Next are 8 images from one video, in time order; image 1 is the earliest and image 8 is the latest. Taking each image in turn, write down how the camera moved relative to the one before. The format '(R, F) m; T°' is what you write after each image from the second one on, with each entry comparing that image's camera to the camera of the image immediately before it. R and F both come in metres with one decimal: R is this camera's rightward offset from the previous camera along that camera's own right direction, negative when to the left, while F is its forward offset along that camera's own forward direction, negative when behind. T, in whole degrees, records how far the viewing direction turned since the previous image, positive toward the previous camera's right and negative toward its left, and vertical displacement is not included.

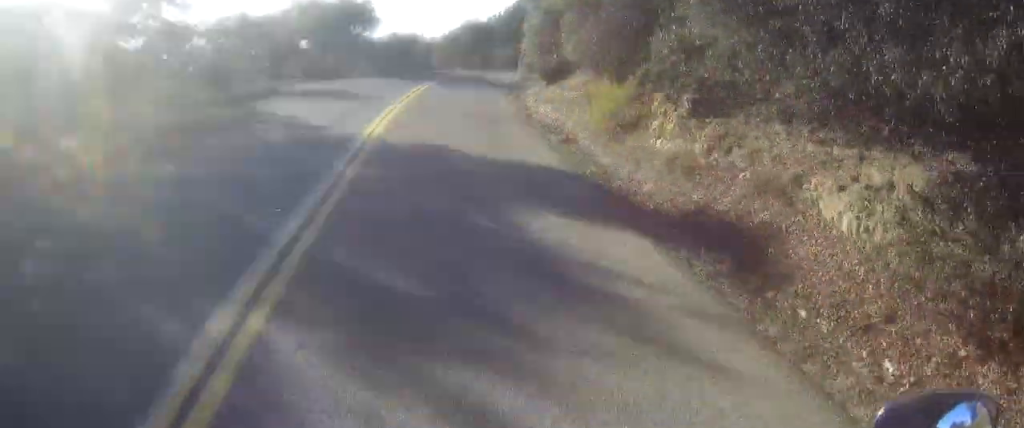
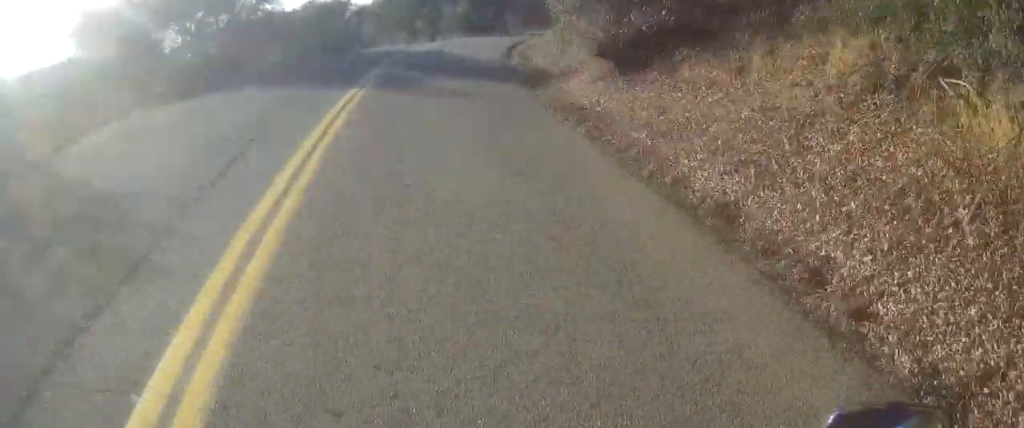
(0.0, +15.1) m; 0°
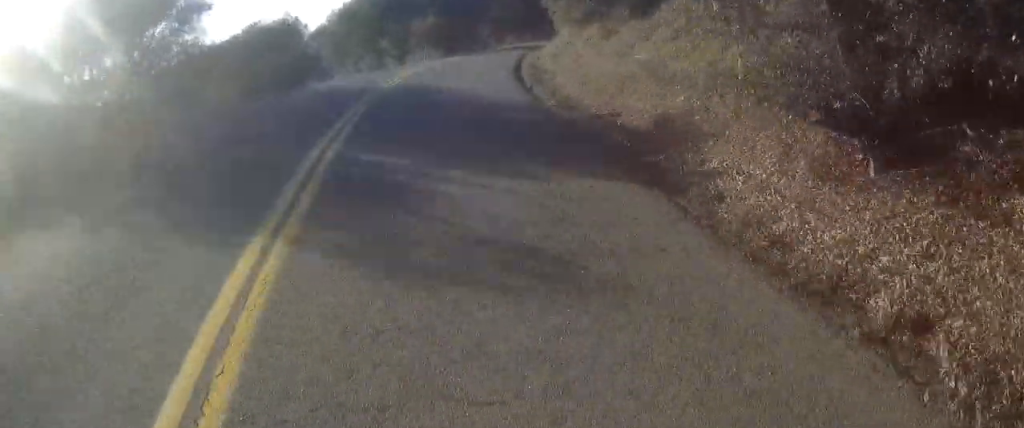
(-0.2, +7.7) m; +1°
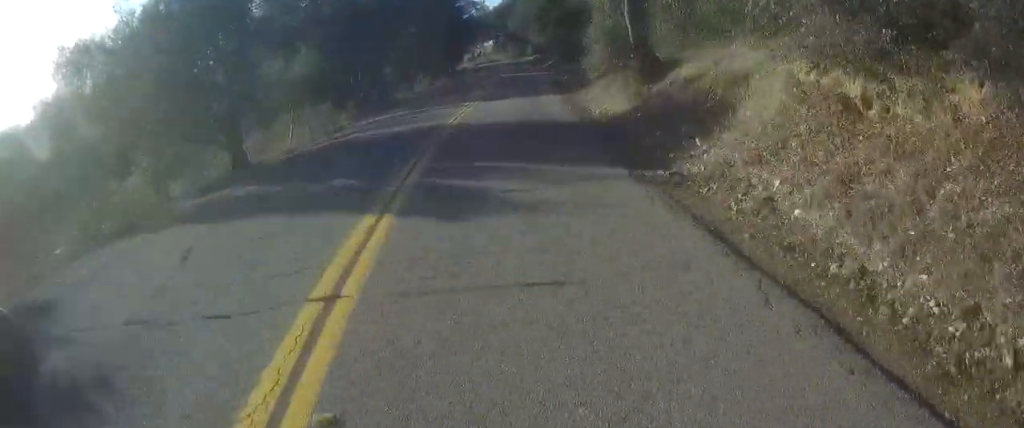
(+0.9, +24.4) m; +8°
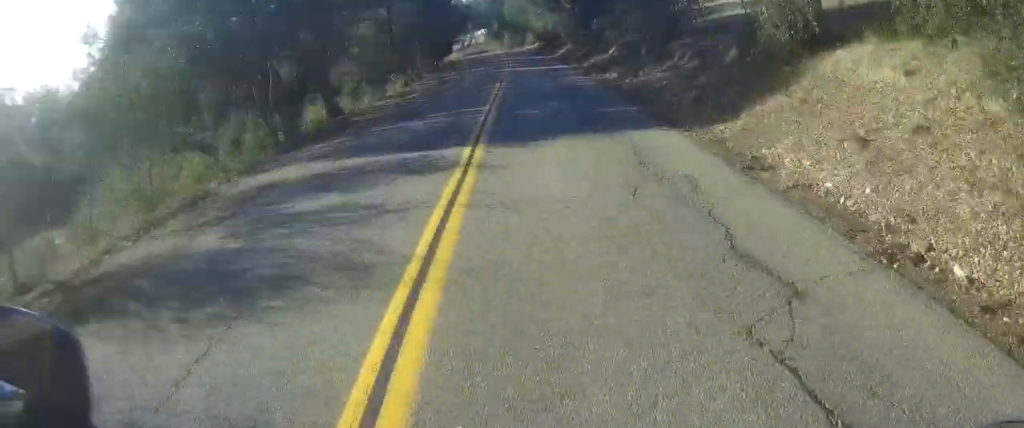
(+1.3, +14.4) m; +5°
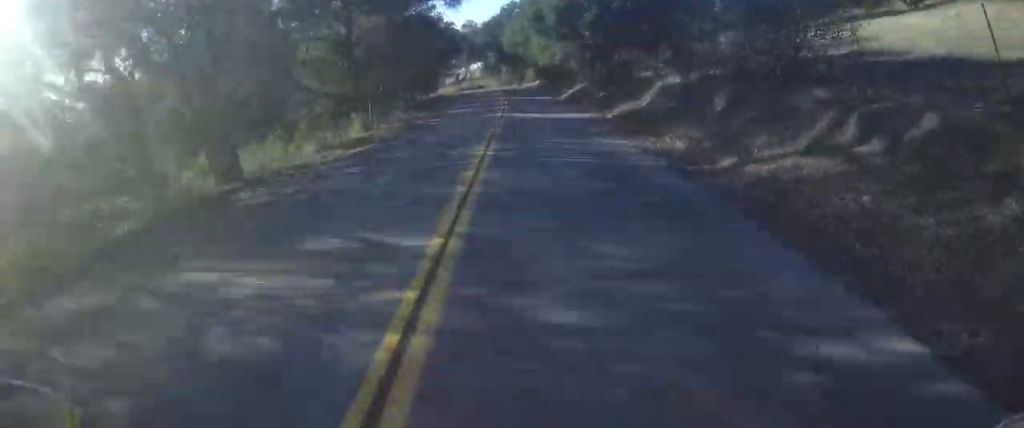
(+0.2, +9.5) m; +2°
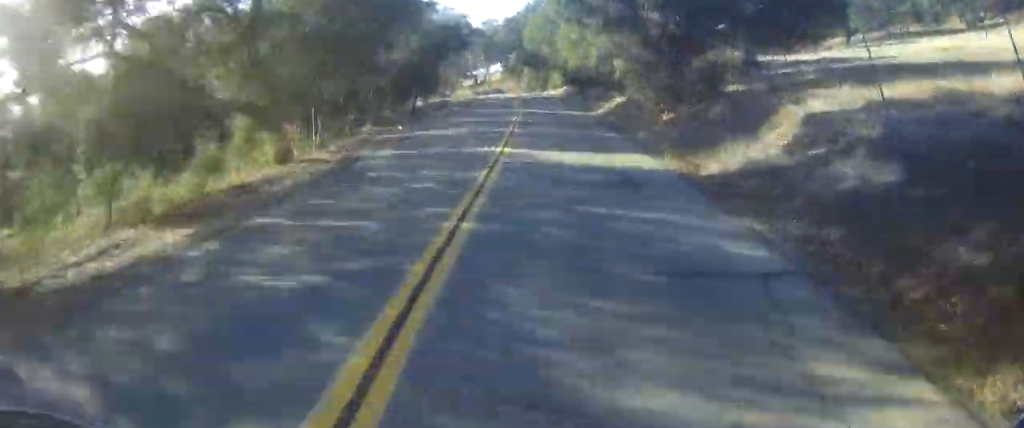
(+0.1, +11.7) m; +2°
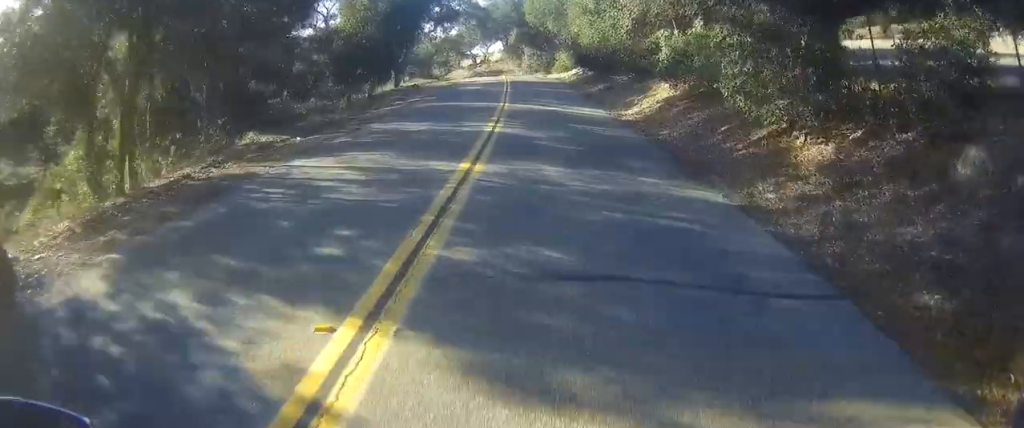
(+0.2, +11.4) m; +1°
